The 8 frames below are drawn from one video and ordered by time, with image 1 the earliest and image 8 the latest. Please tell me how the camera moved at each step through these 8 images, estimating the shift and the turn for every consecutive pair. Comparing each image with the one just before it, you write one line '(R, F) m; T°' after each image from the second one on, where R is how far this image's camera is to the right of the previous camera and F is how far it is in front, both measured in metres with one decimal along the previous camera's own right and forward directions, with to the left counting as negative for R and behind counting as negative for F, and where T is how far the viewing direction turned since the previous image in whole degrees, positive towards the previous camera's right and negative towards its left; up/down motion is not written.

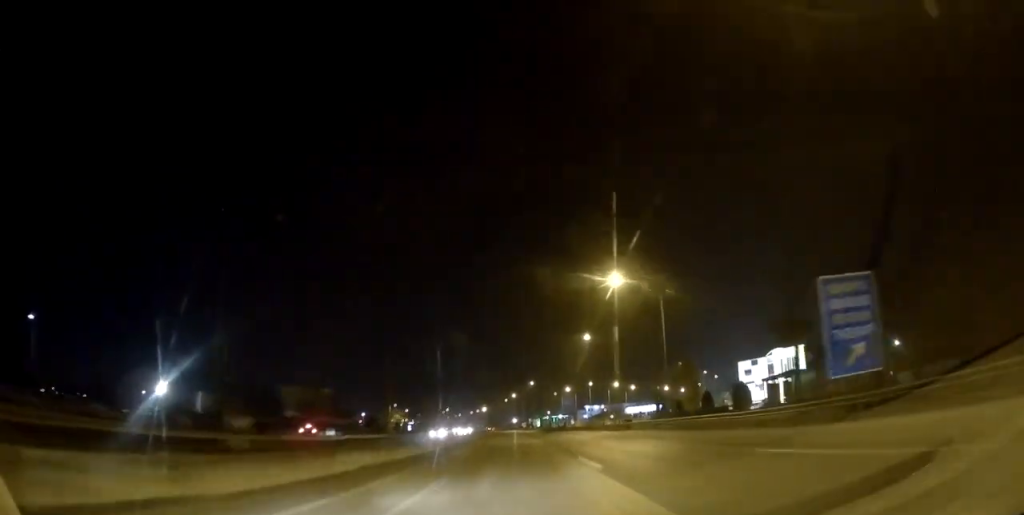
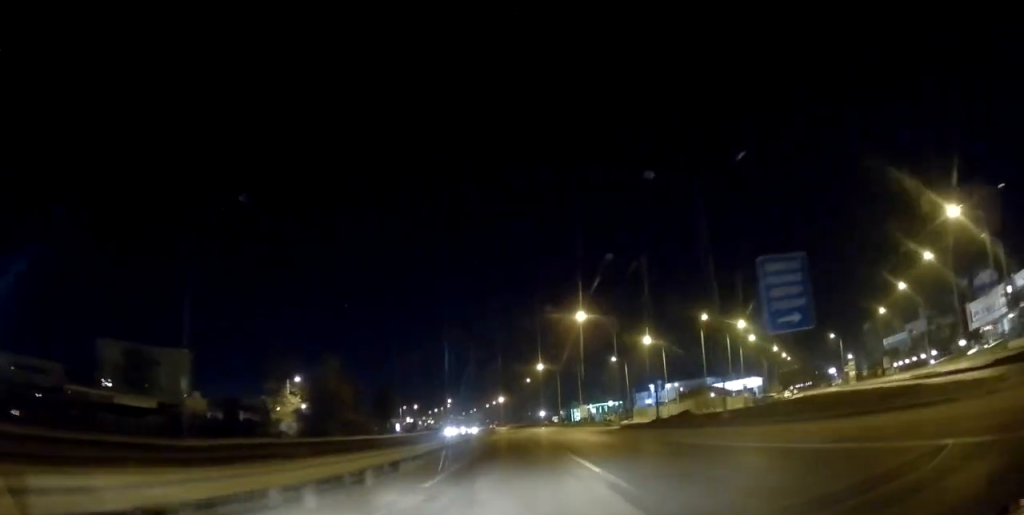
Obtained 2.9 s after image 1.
(-1.9, +91.9) m; -3°
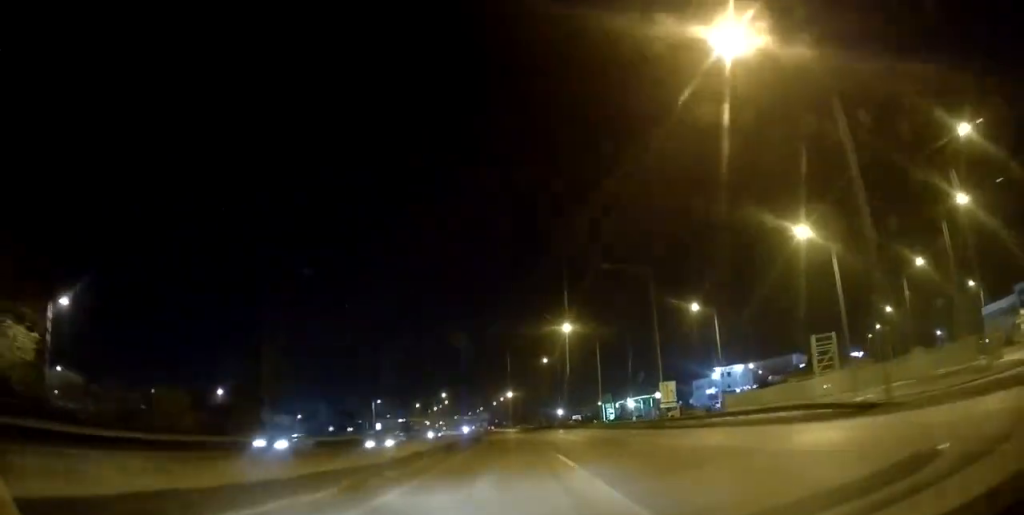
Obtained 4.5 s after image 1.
(-1.4, +50.7) m; -2°
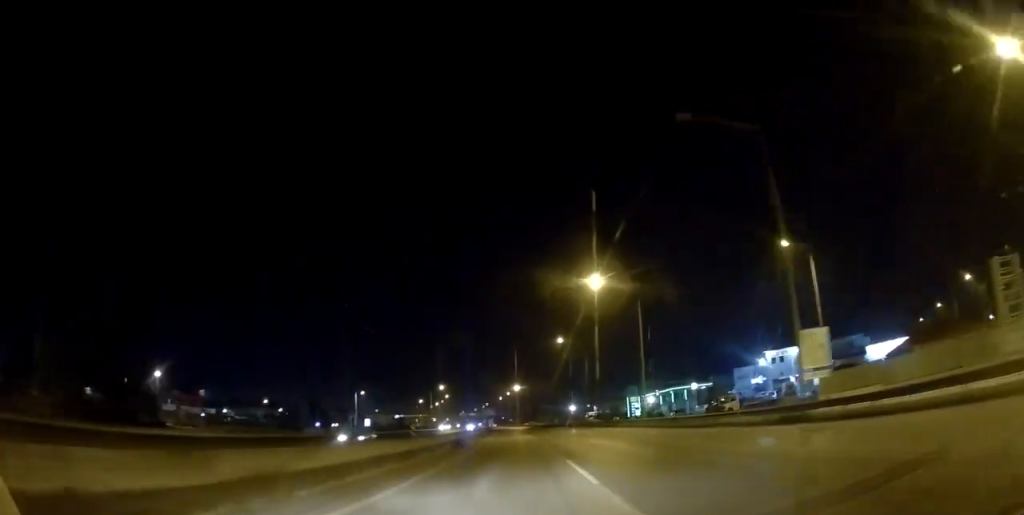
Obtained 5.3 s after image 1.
(+0.2, +23.0) m; 0°
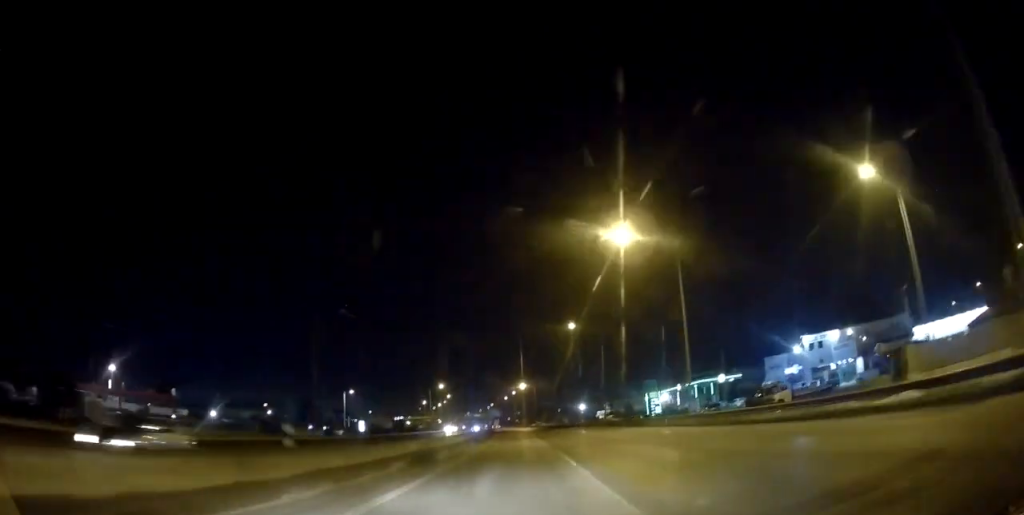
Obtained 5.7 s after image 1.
(0.0, +12.7) m; 0°
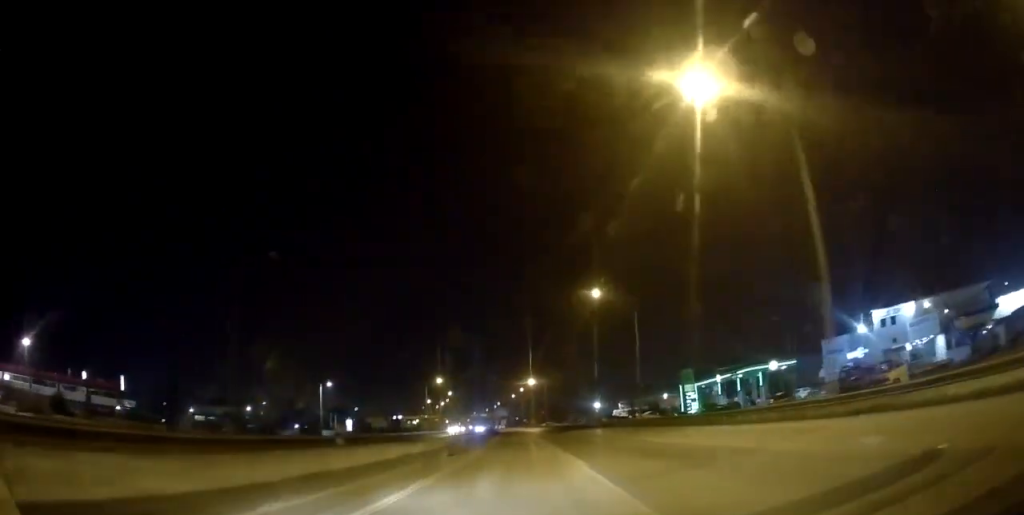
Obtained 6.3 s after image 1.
(+0.1, +18.3) m; 0°
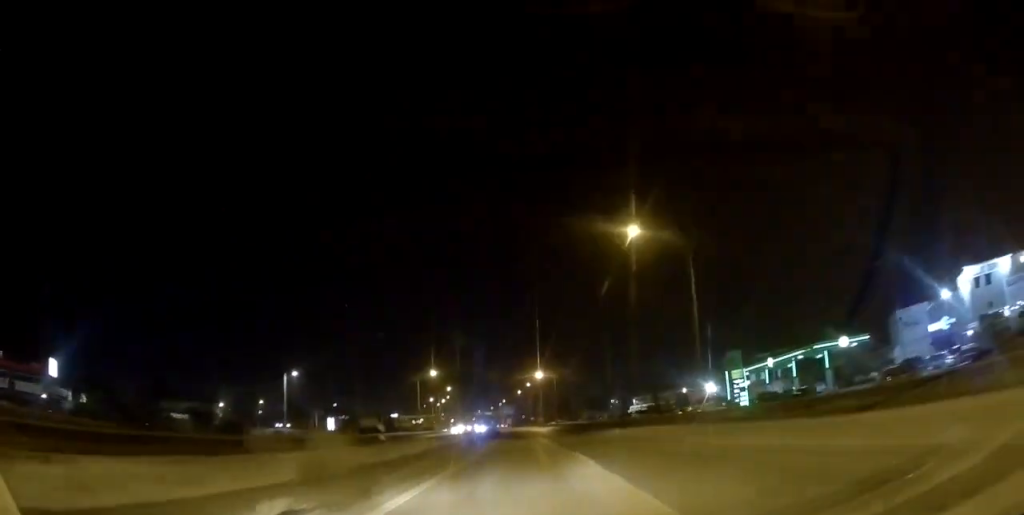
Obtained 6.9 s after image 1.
(-0.2, +18.3) m; -1°
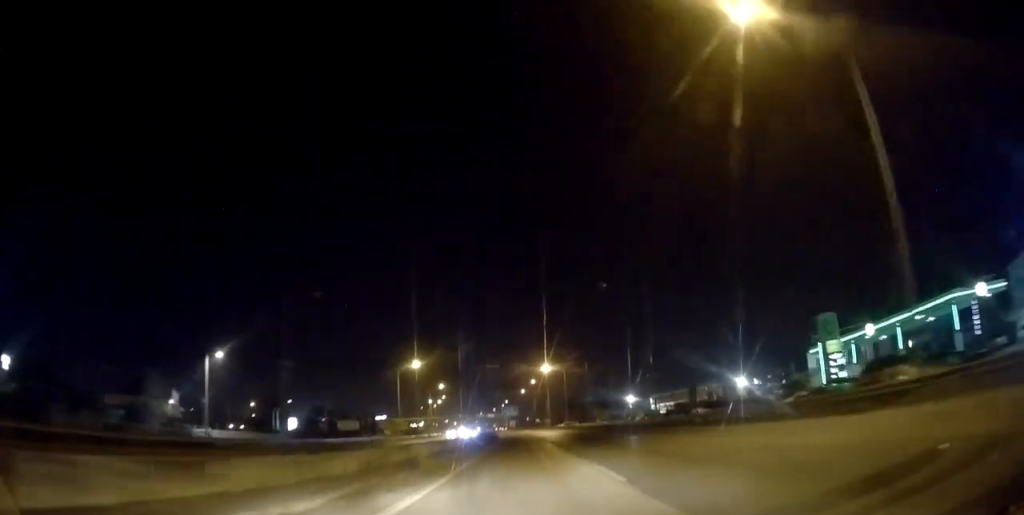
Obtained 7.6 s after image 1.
(-0.2, +22.3) m; -1°
